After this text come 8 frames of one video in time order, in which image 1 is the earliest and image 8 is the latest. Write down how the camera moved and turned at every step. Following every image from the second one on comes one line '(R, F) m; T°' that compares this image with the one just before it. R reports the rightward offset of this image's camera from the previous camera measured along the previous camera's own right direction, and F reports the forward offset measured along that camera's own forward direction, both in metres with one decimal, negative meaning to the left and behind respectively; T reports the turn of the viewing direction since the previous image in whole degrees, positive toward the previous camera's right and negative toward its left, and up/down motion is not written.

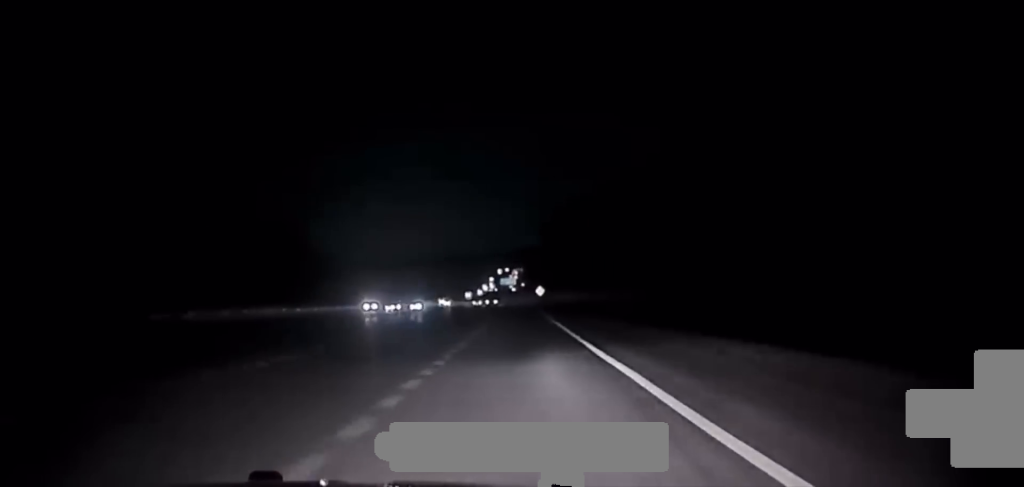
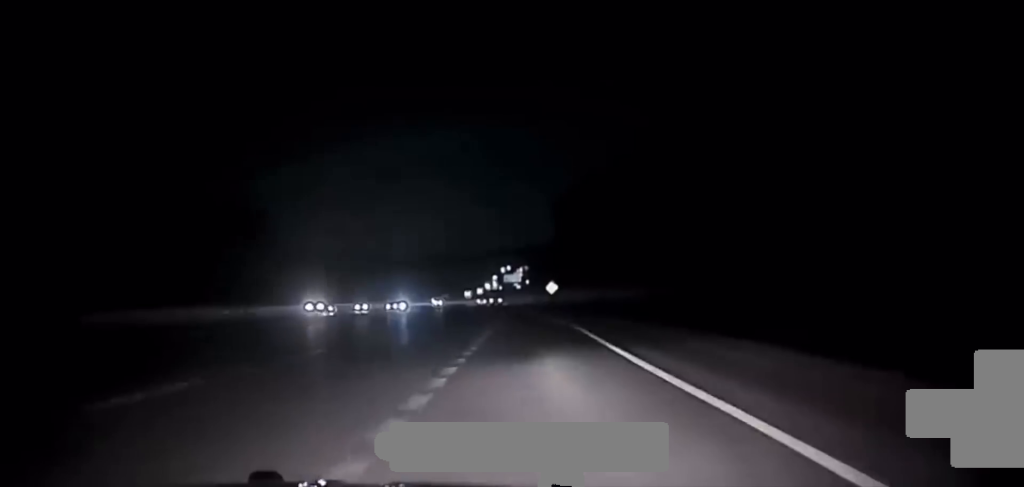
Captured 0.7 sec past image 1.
(-0.1, +32.8) m; 0°
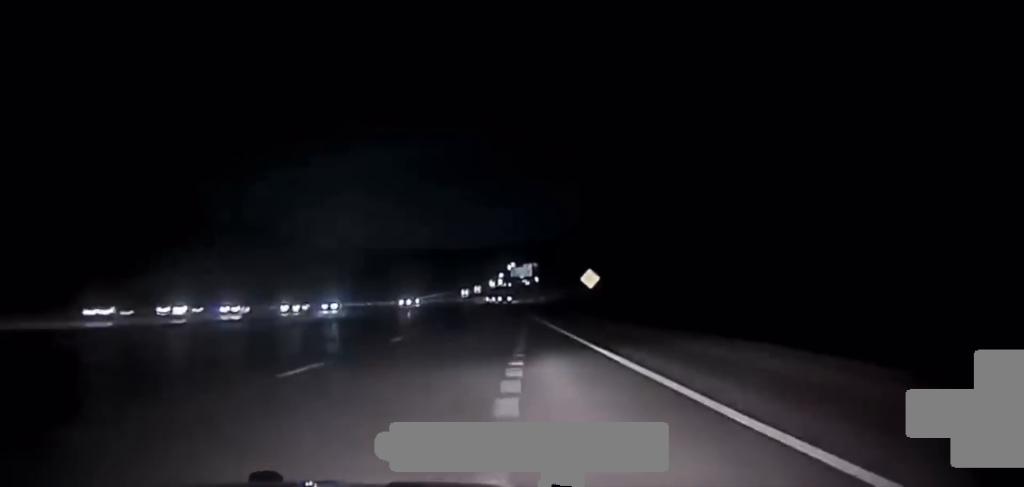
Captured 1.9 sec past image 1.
(0.0, +57.2) m; -1°
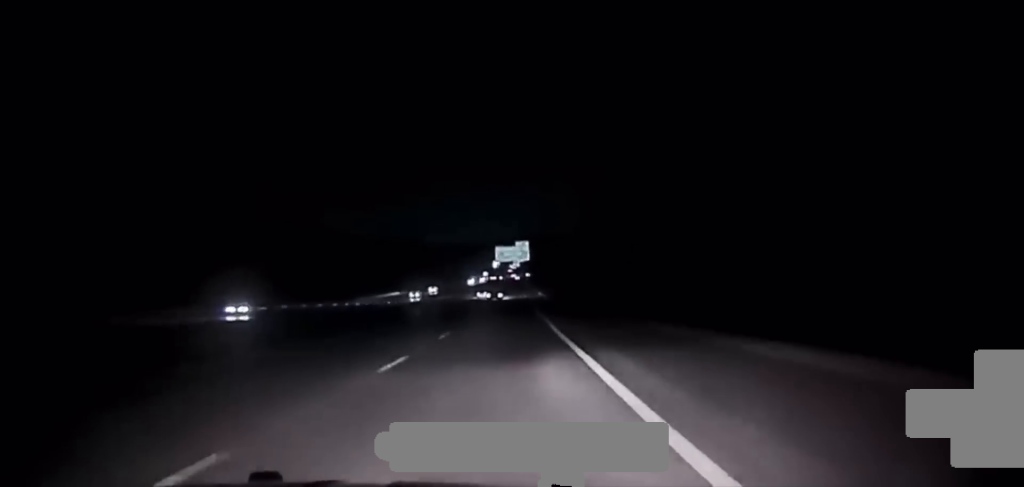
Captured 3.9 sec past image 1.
(+0.5, +96.9) m; +1°
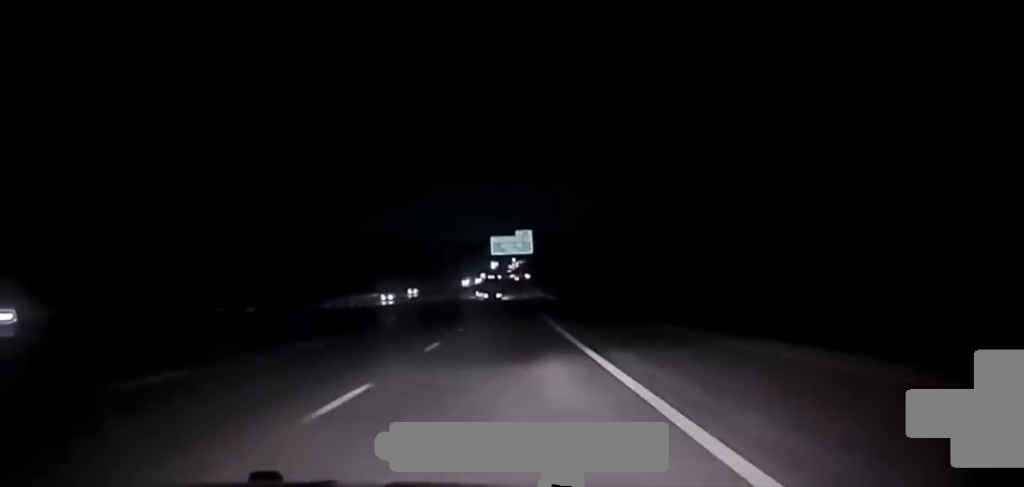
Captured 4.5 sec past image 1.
(0.0, +29.6) m; 0°
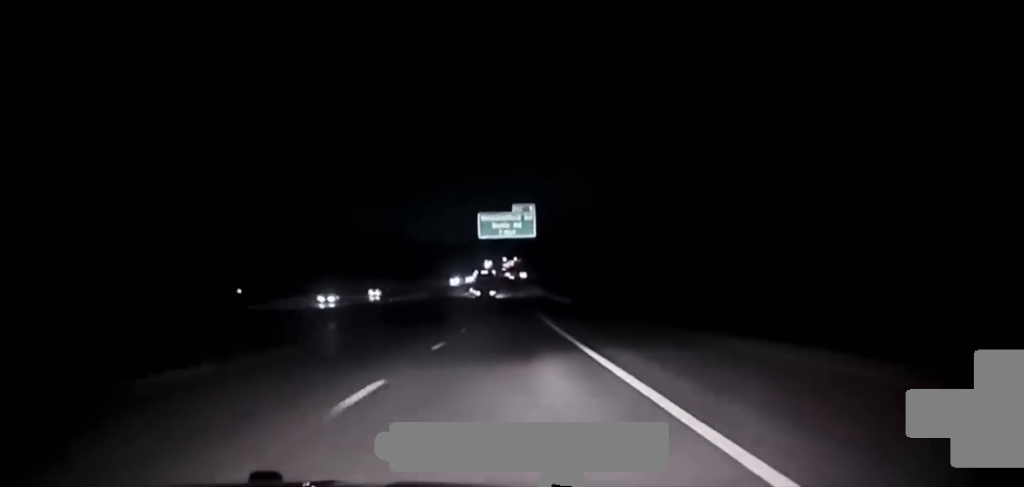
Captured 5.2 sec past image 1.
(-0.1, +36.2) m; 0°
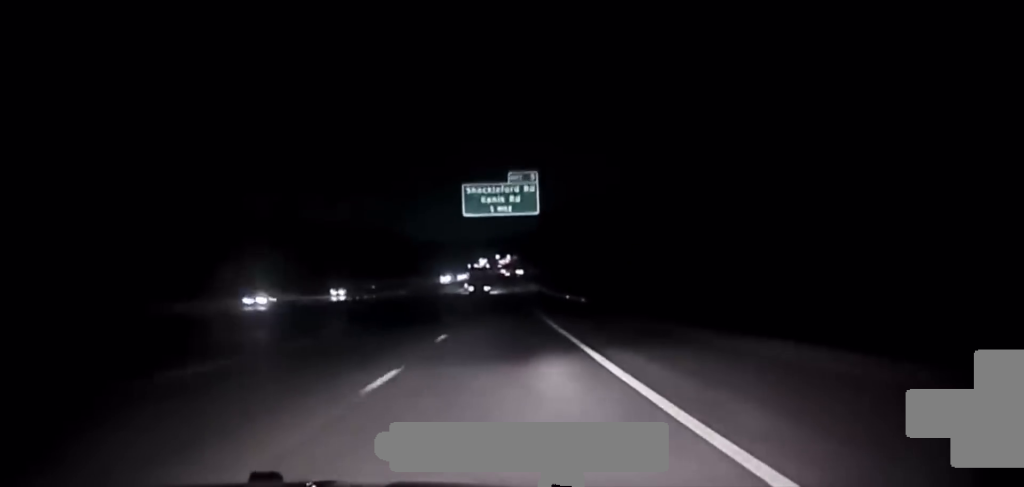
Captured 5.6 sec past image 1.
(0.0, +21.5) m; 0°
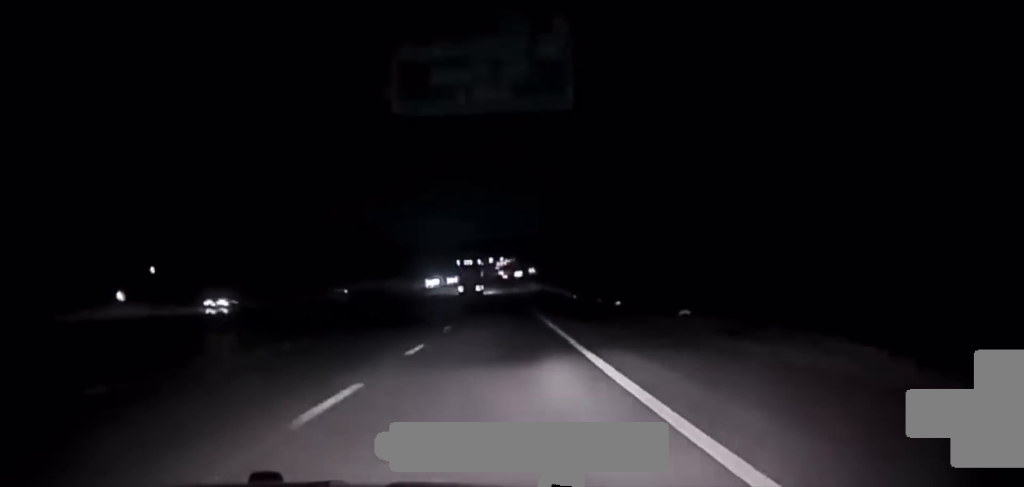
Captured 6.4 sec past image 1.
(0.0, +41.1) m; 0°
